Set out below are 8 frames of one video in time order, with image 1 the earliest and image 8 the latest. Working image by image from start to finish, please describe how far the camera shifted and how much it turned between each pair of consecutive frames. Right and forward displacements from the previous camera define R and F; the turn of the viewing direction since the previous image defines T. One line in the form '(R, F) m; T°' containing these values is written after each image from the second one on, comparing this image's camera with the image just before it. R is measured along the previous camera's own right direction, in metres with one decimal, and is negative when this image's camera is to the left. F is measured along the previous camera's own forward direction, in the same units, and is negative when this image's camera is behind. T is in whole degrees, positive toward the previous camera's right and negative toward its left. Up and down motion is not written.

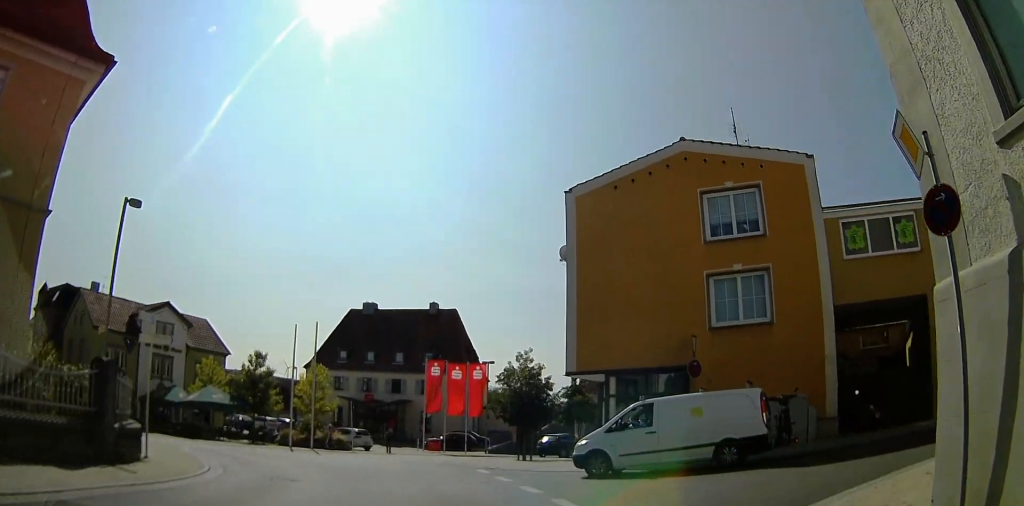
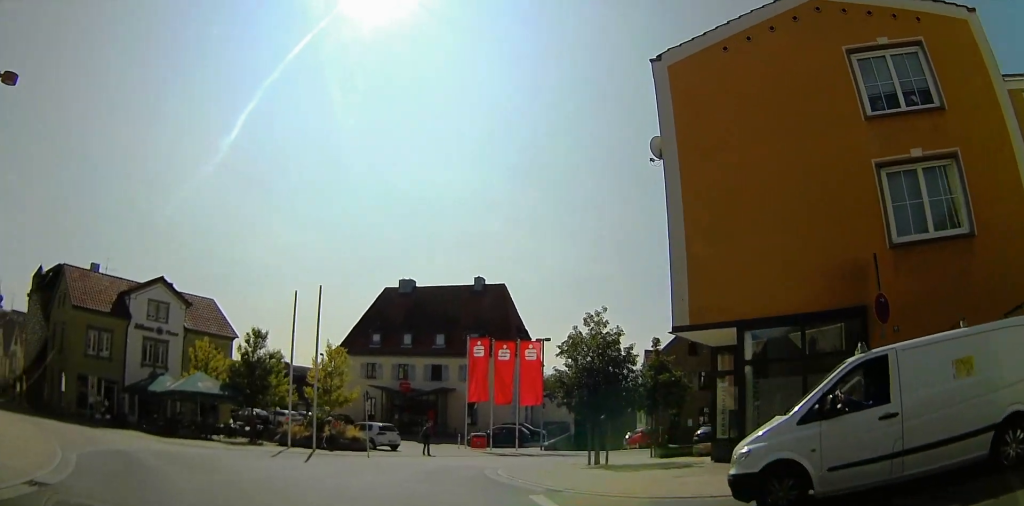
(0.0, +8.5) m; +6°
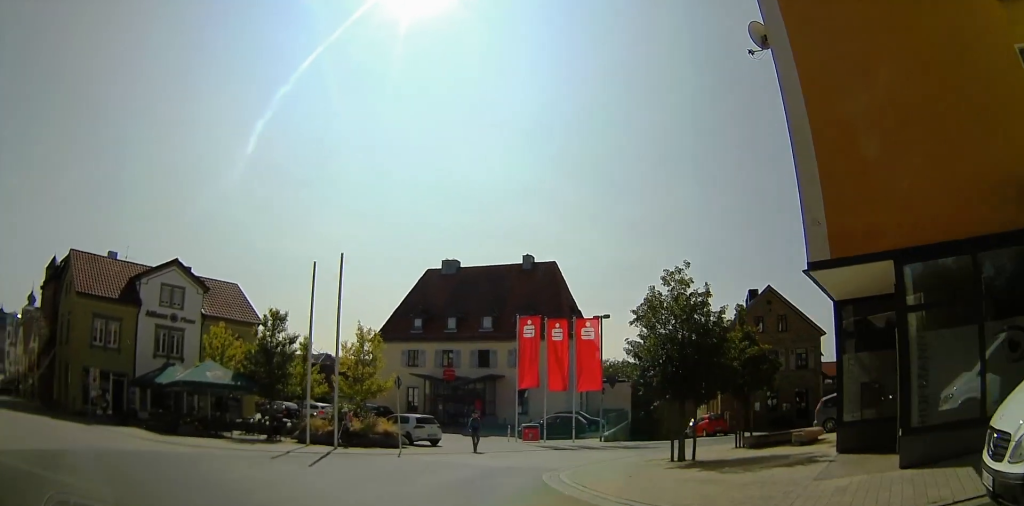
(+0.5, +4.3) m; -4°
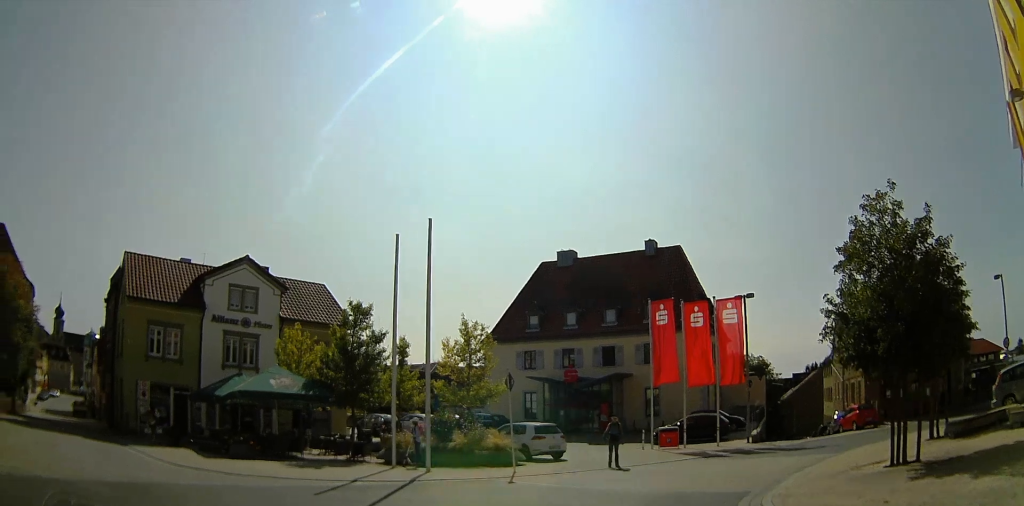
(-0.7, +6.1) m; -13°
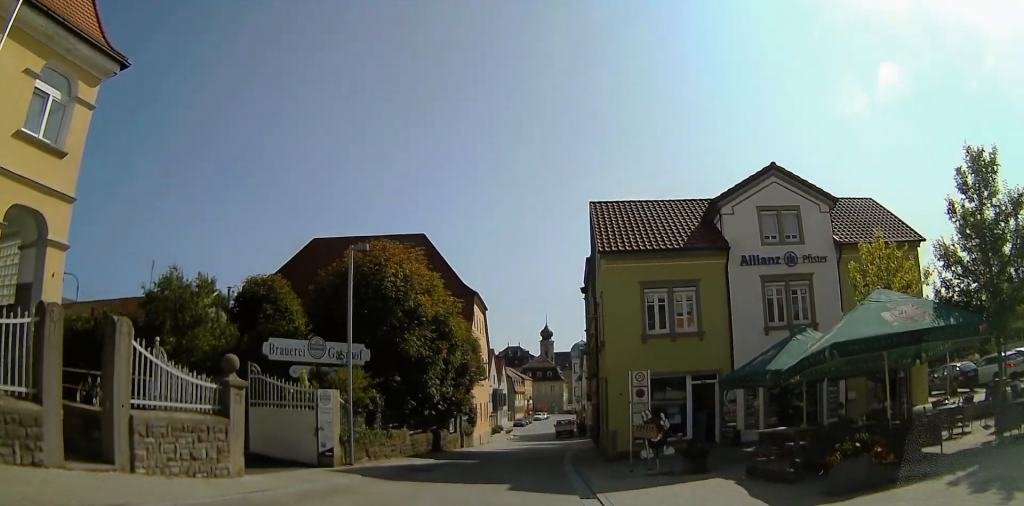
(-4.7, +11.1) m; -50°
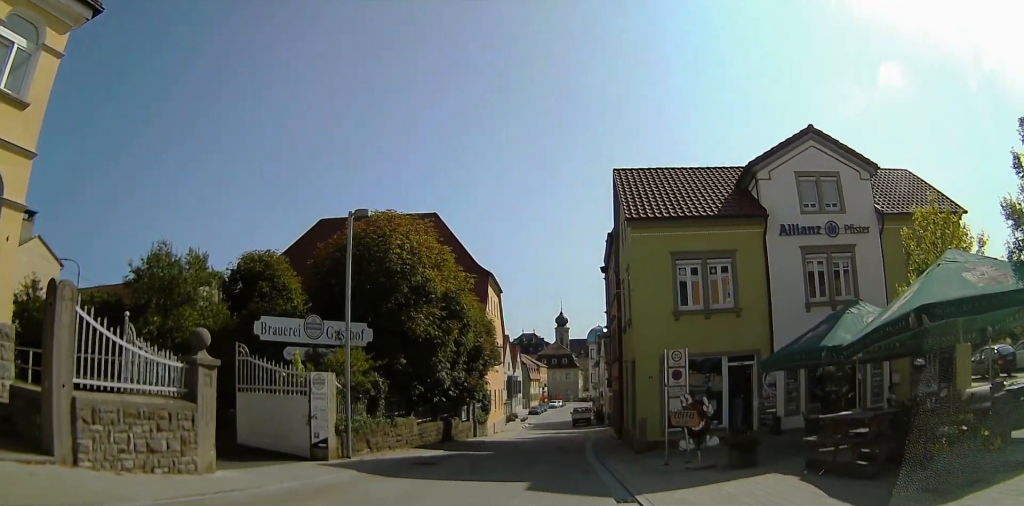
(-0.2, +1.9) m; -2°
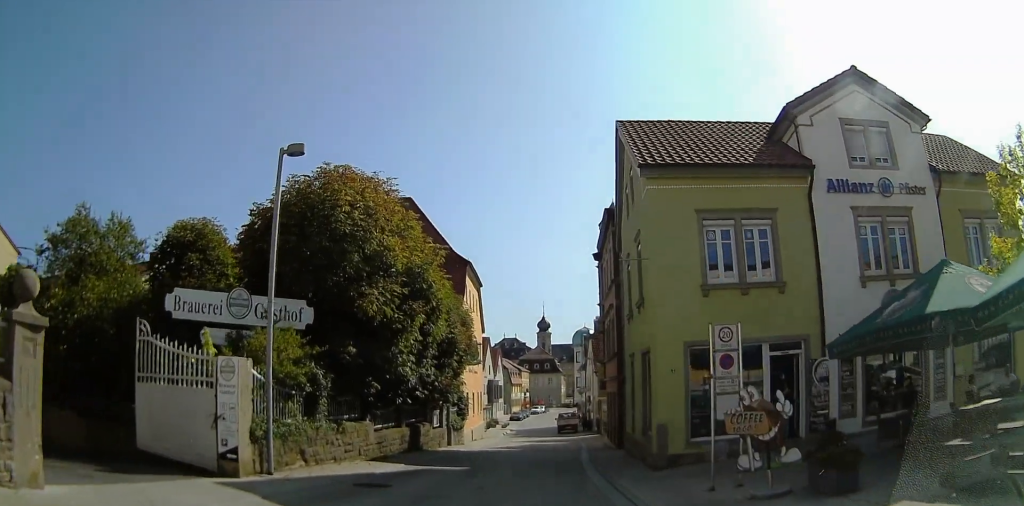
(0.0, +3.7) m; +4°
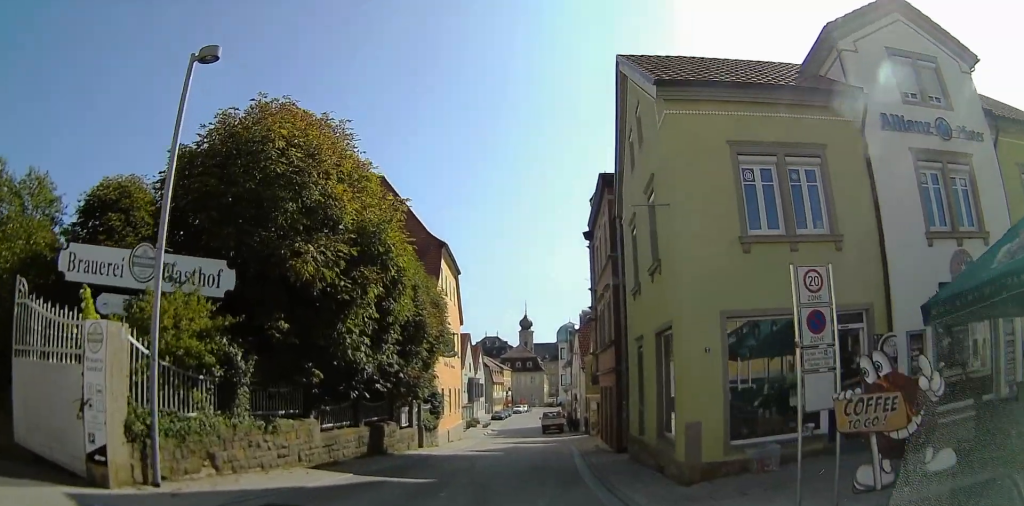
(+0.1, +3.1) m; +2°
